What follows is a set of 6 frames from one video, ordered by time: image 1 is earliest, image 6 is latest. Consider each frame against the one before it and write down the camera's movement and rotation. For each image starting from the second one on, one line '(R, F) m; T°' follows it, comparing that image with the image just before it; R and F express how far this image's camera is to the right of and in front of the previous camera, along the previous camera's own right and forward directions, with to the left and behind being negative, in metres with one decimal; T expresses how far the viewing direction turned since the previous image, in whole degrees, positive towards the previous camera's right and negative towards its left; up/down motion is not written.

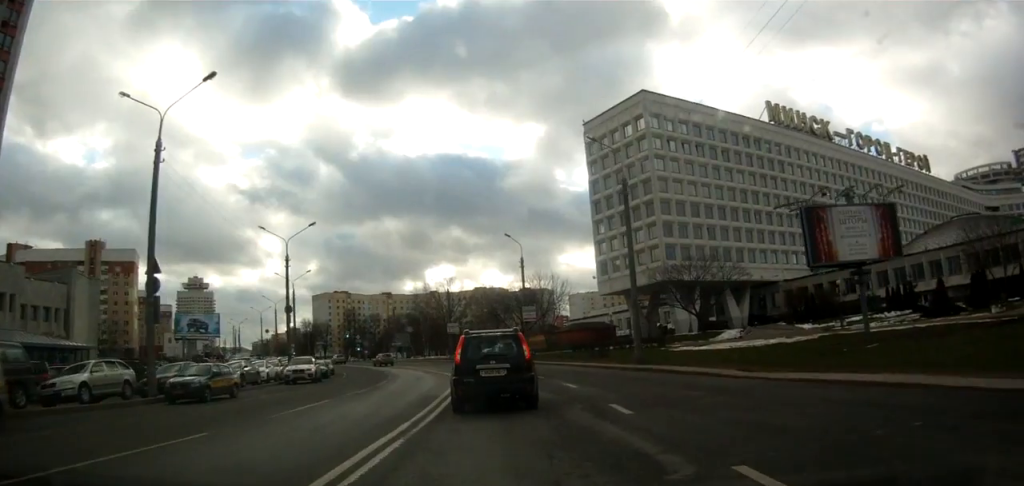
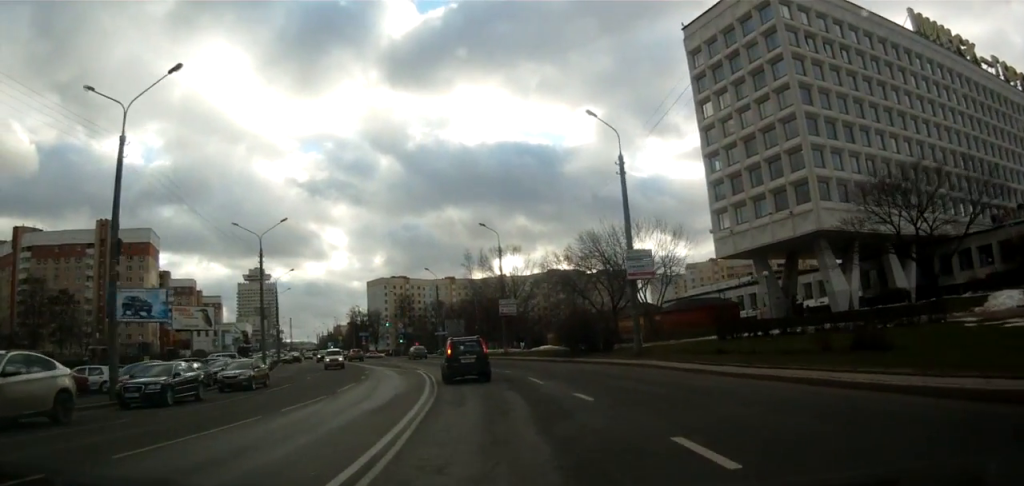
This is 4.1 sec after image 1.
(-2.5, +26.4) m; -12°
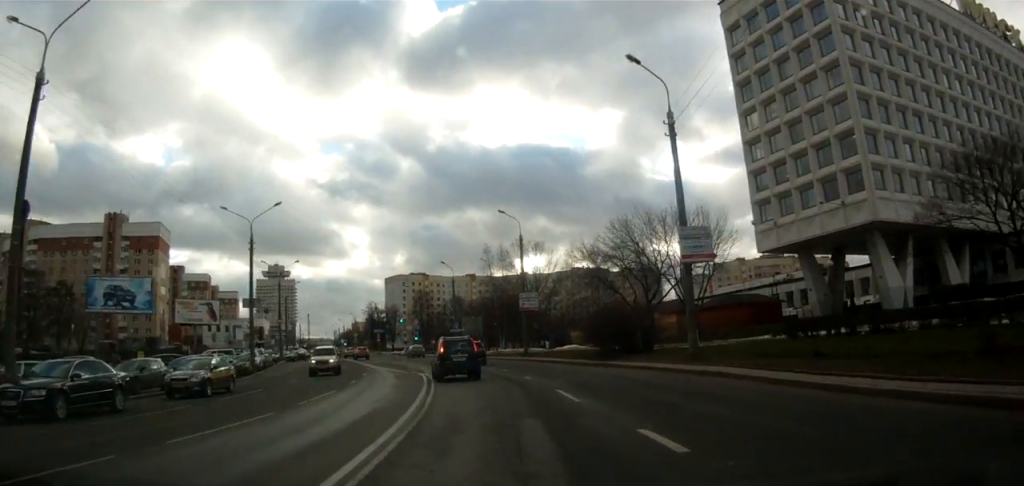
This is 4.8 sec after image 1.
(-0.1, +6.1) m; -1°
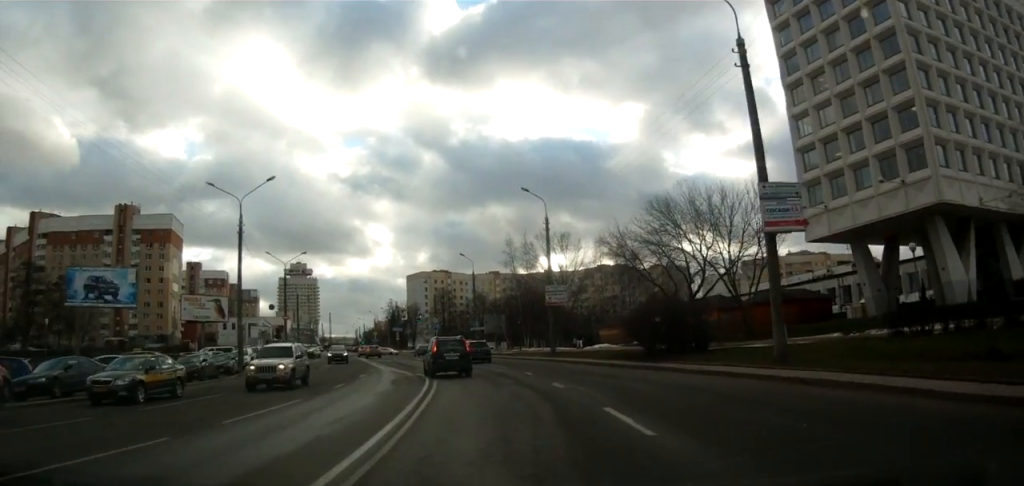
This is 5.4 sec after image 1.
(0.0, +5.9) m; 0°
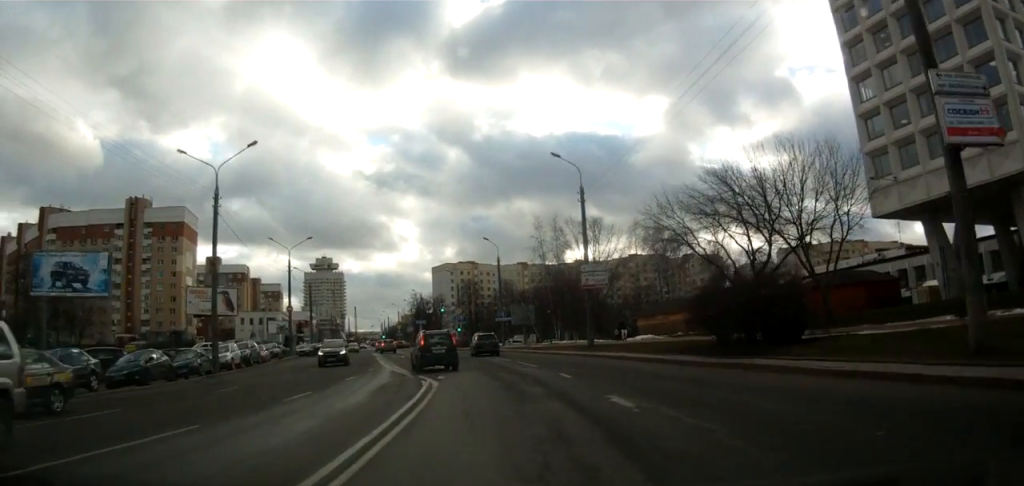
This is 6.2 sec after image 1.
(0.0, +7.3) m; -3°
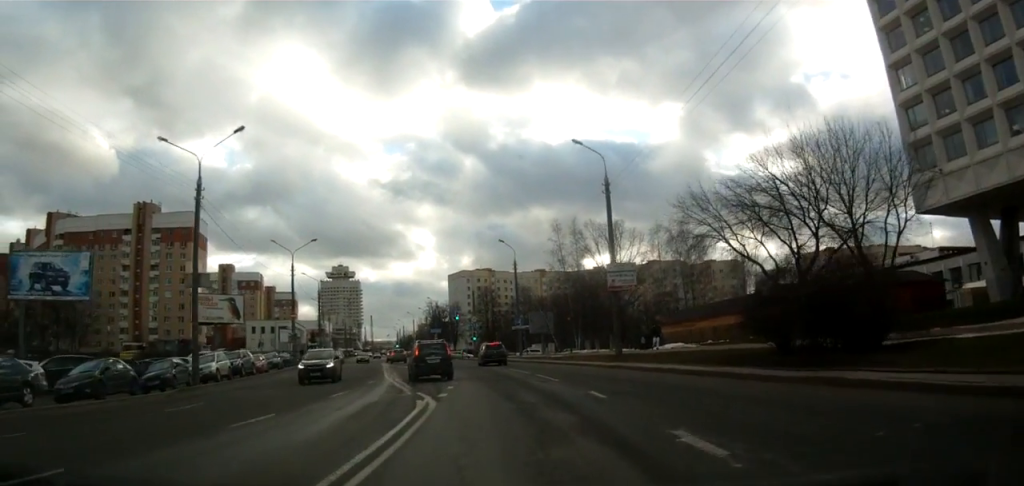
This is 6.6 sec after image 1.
(-0.1, +3.9) m; -2°
